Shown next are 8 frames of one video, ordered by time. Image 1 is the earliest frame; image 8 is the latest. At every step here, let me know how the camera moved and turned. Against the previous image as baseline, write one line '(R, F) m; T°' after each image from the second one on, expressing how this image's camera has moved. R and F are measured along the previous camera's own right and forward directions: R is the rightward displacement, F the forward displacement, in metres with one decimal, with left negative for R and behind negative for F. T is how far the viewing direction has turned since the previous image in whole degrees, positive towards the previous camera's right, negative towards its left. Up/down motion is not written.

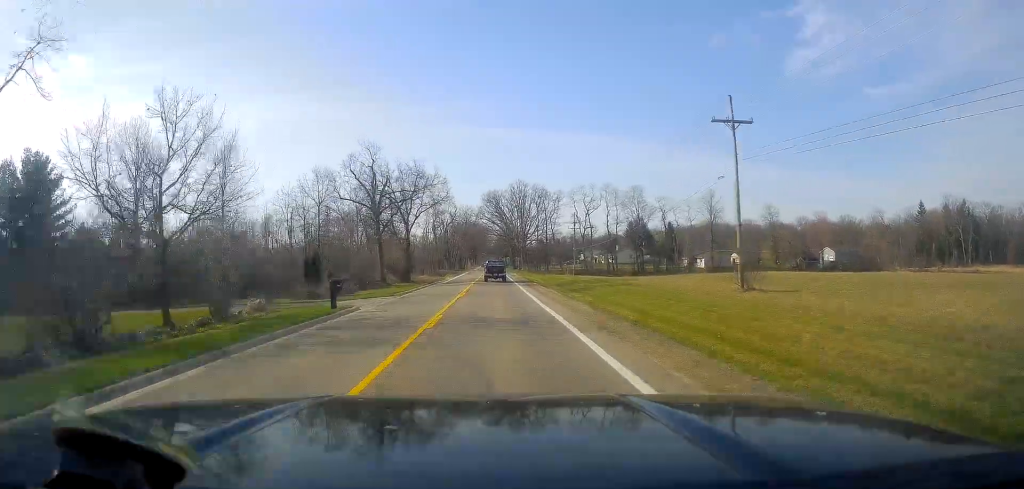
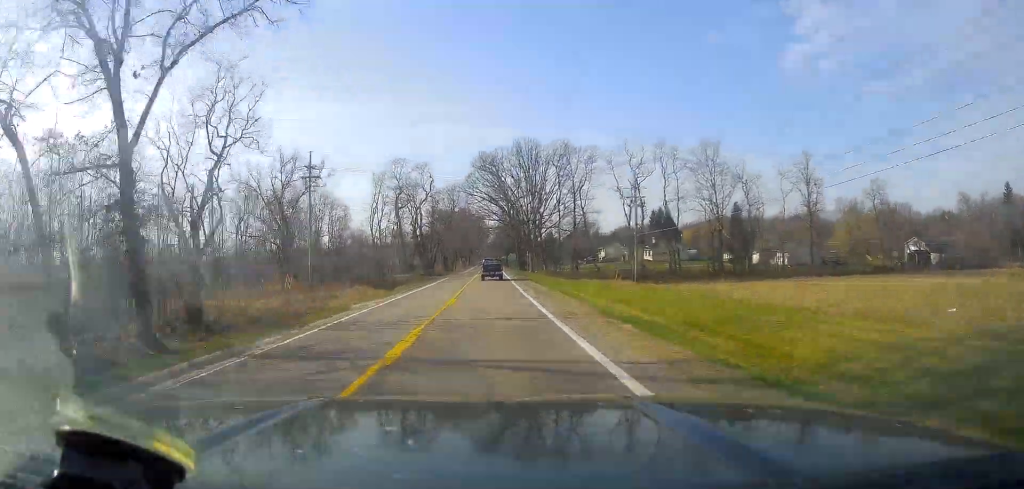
(-0.7, +50.7) m; +1°
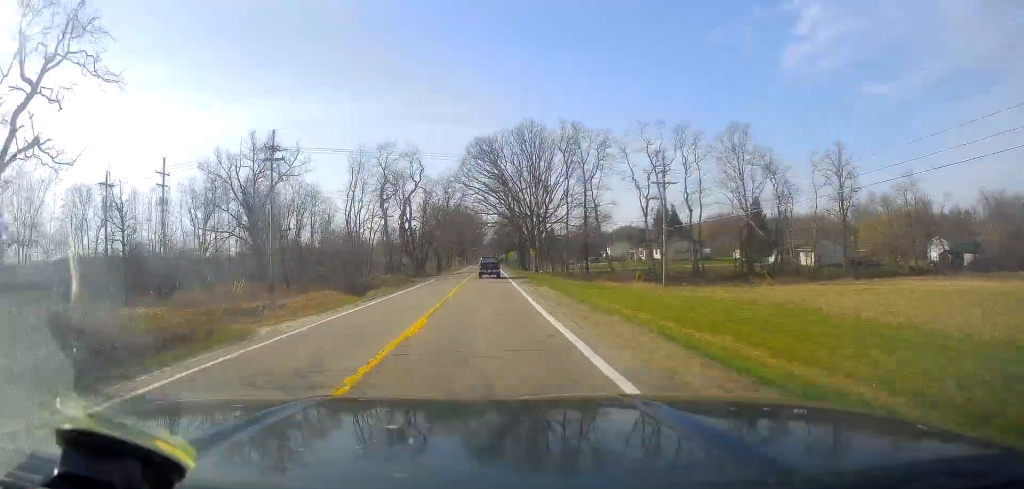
(+0.2, +11.5) m; +1°
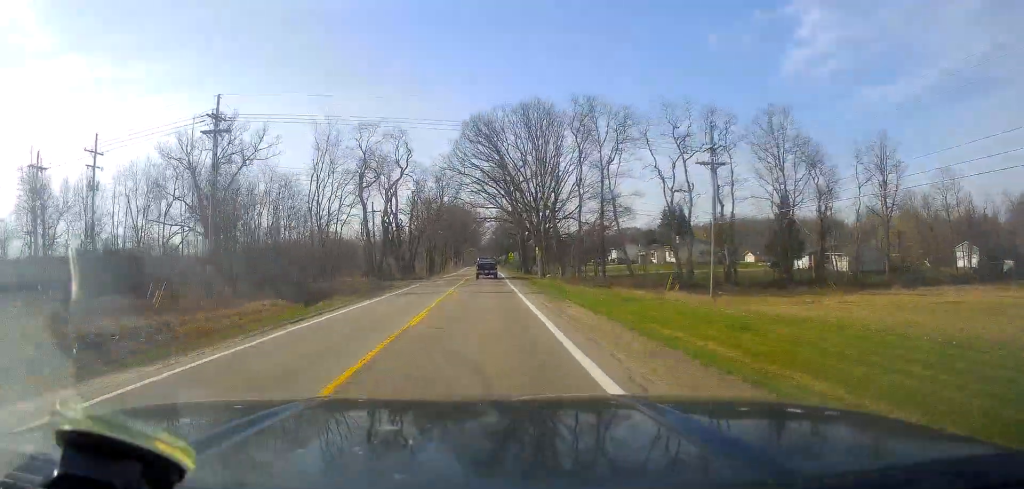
(+0.3, +12.4) m; 0°
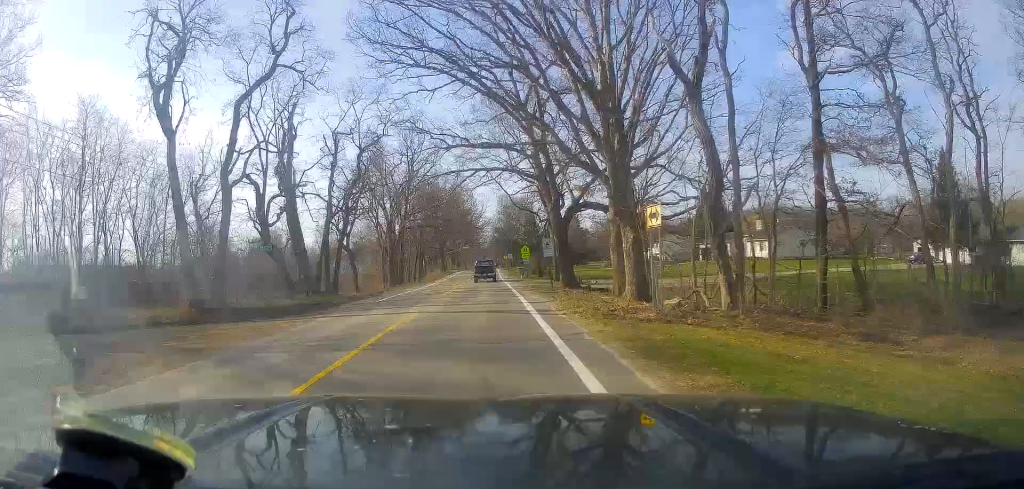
(0.0, +43.8) m; 0°
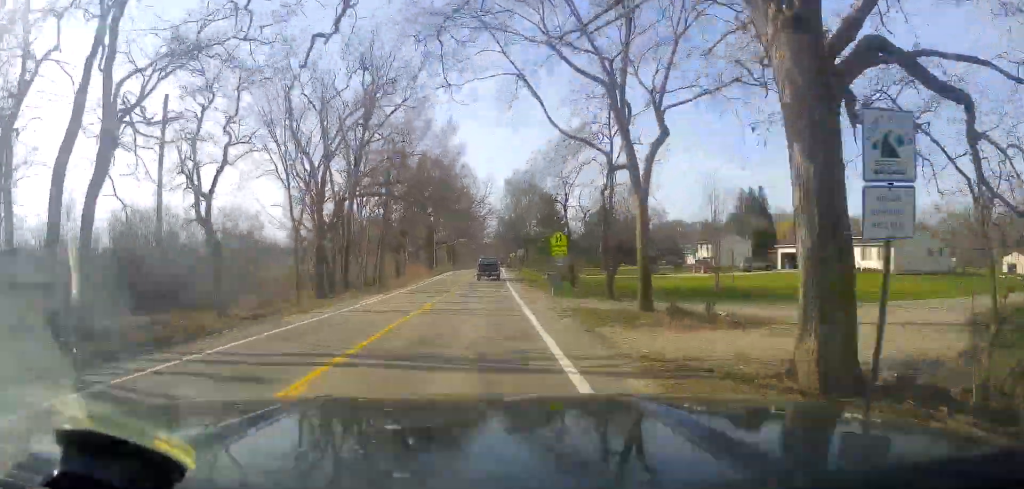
(-0.4, +29.7) m; -1°
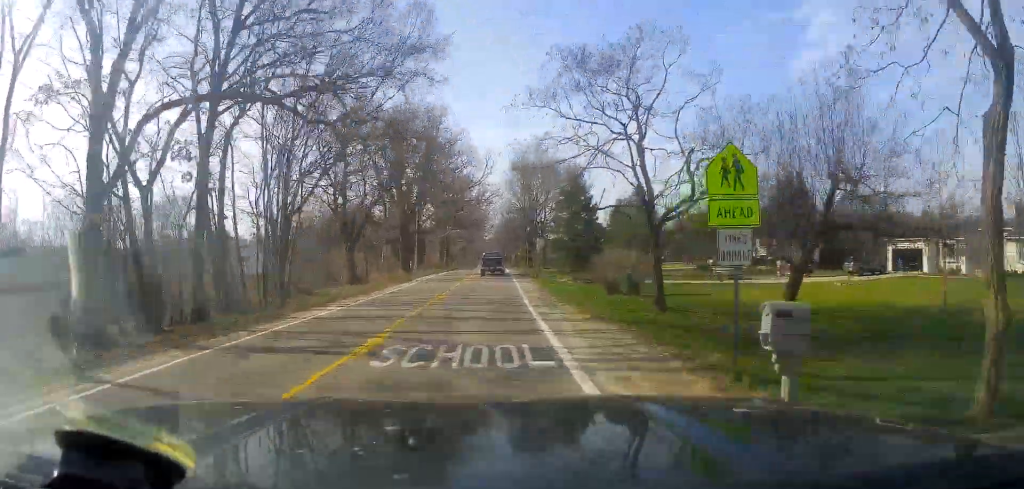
(0.0, +24.3) m; +1°
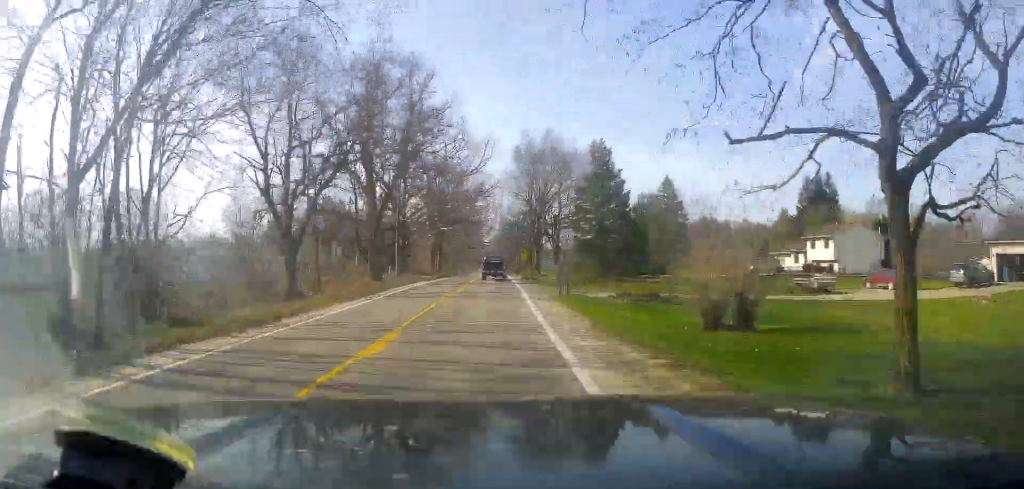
(+0.1, +14.9) m; +1°
